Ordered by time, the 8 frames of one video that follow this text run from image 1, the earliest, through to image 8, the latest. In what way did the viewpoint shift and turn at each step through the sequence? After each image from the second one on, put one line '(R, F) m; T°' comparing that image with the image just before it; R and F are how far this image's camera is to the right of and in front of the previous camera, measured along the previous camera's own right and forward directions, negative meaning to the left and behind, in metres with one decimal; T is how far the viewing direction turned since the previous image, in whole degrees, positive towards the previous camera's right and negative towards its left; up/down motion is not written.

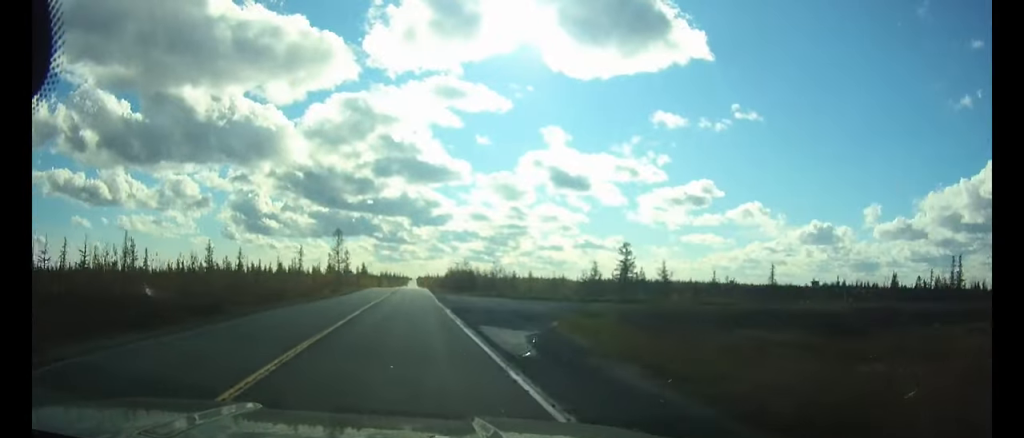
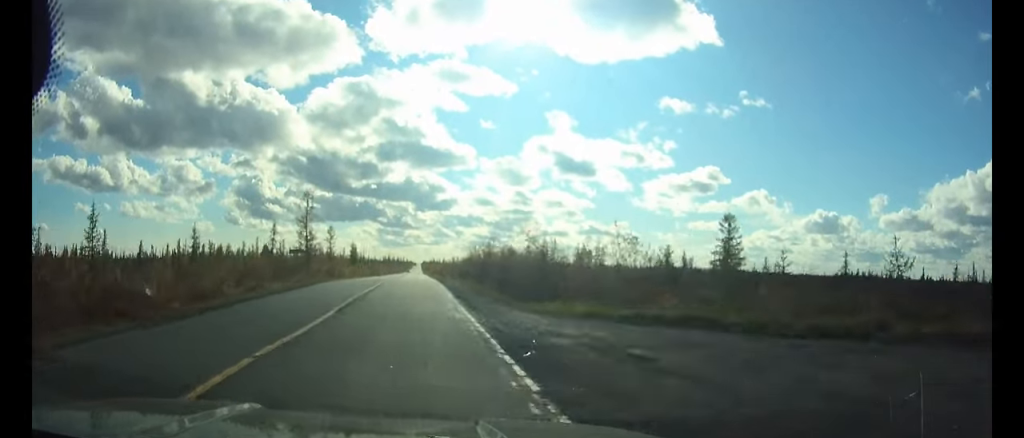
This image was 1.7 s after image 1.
(0.0, +36.1) m; 0°
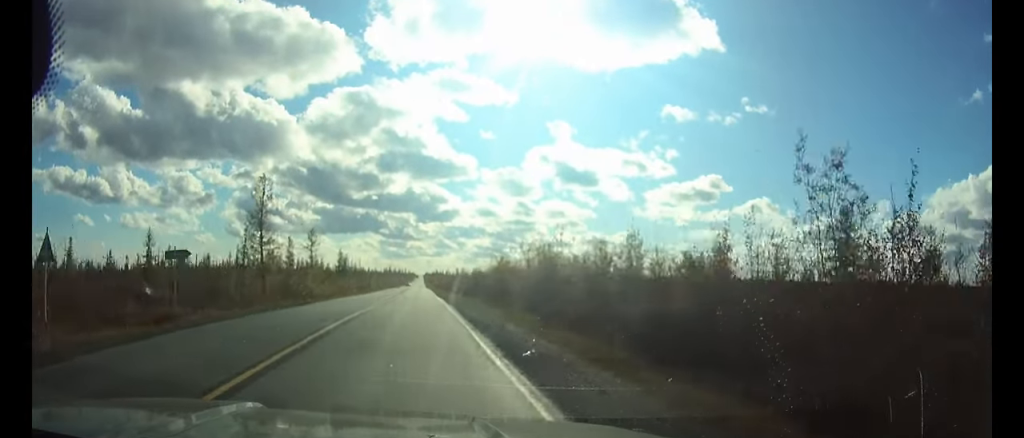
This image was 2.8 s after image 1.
(0.0, +25.0) m; 0°
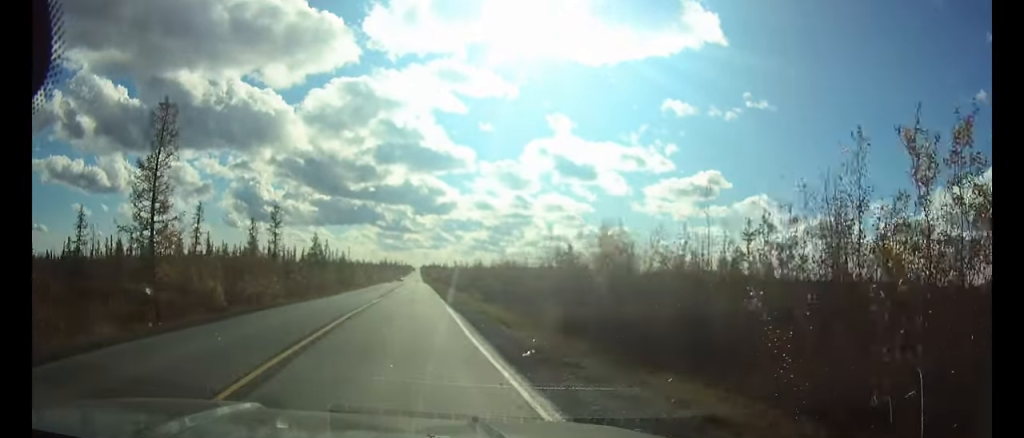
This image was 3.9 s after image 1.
(0.0, +23.2) m; 0°
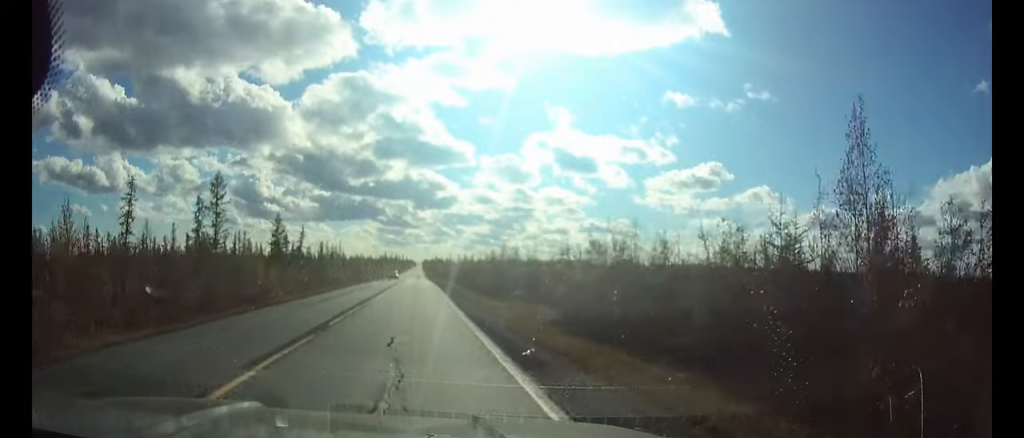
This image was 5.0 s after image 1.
(0.0, +23.4) m; 0°
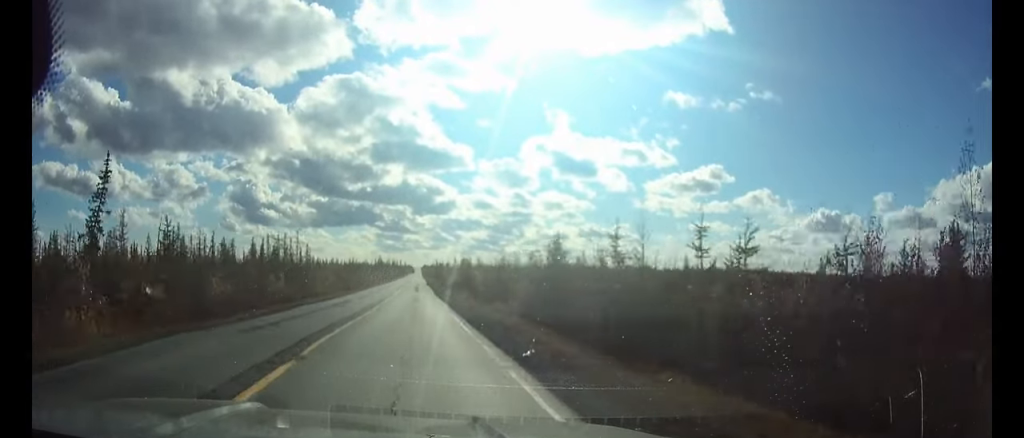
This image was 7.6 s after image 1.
(0.0, +56.2) m; 0°
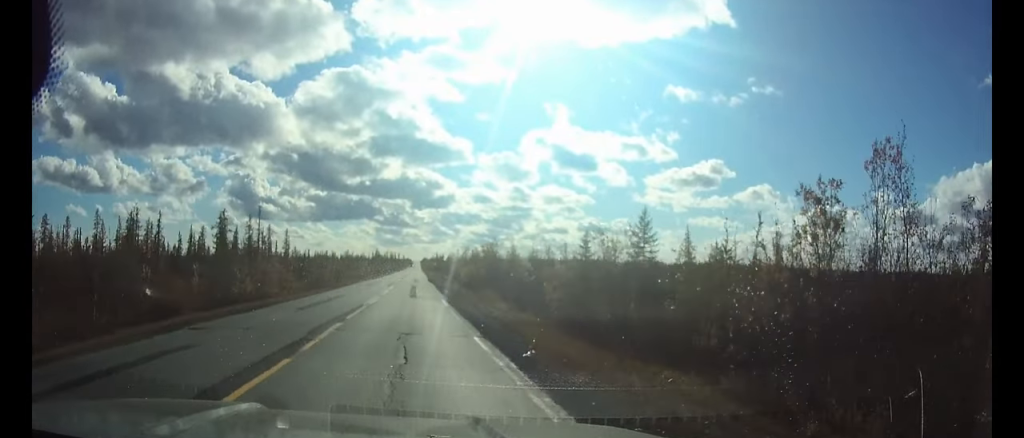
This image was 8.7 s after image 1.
(0.0, +24.7) m; 0°
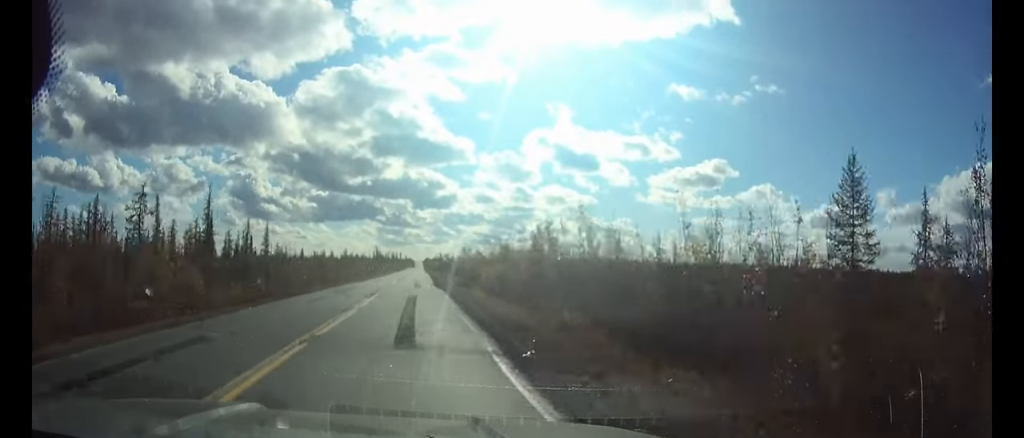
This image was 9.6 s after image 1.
(0.0, +20.9) m; 0°
